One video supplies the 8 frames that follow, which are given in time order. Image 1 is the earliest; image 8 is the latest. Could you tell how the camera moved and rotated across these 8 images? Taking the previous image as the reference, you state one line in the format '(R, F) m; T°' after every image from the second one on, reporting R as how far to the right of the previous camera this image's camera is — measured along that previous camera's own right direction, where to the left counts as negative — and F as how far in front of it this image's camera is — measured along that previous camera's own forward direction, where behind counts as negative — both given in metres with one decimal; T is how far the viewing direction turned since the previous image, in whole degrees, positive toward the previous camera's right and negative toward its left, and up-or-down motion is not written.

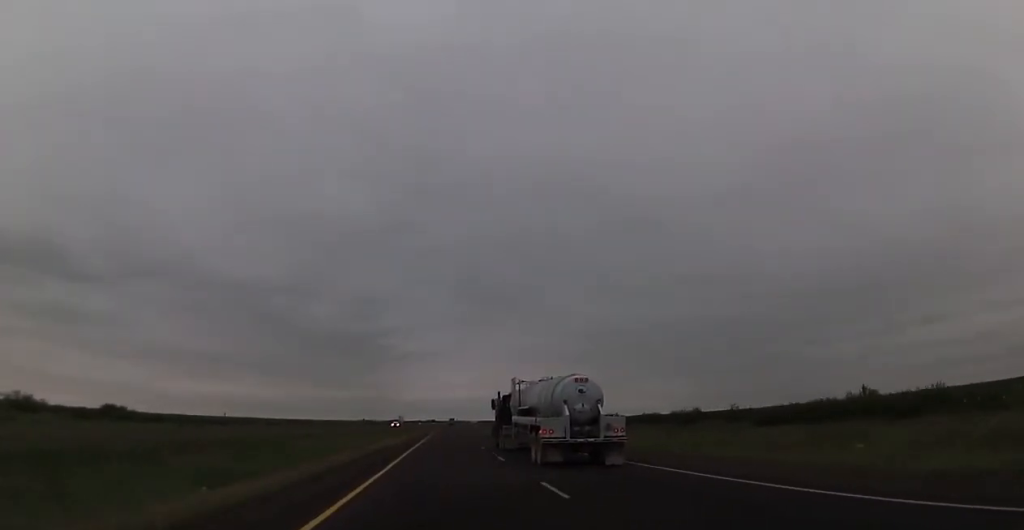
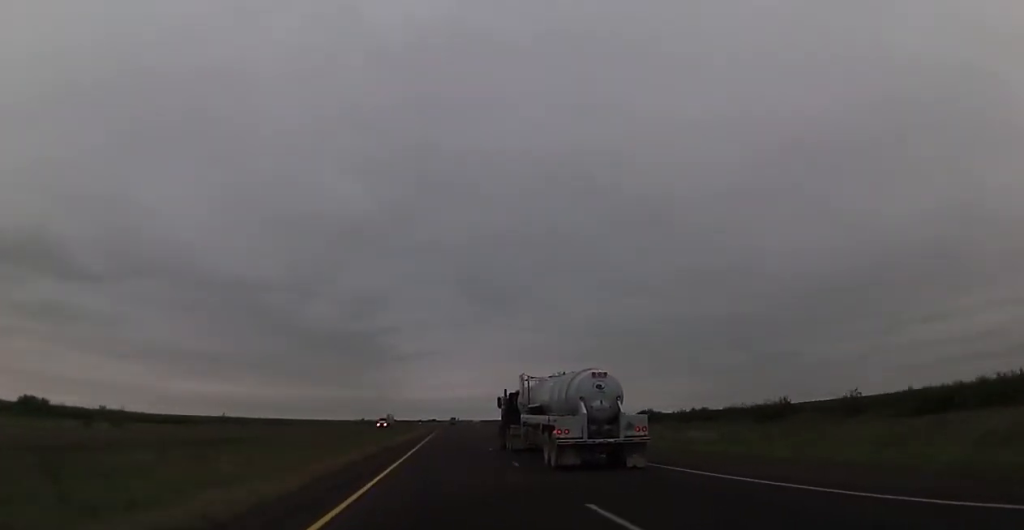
(+0.1, +28.5) m; -1°
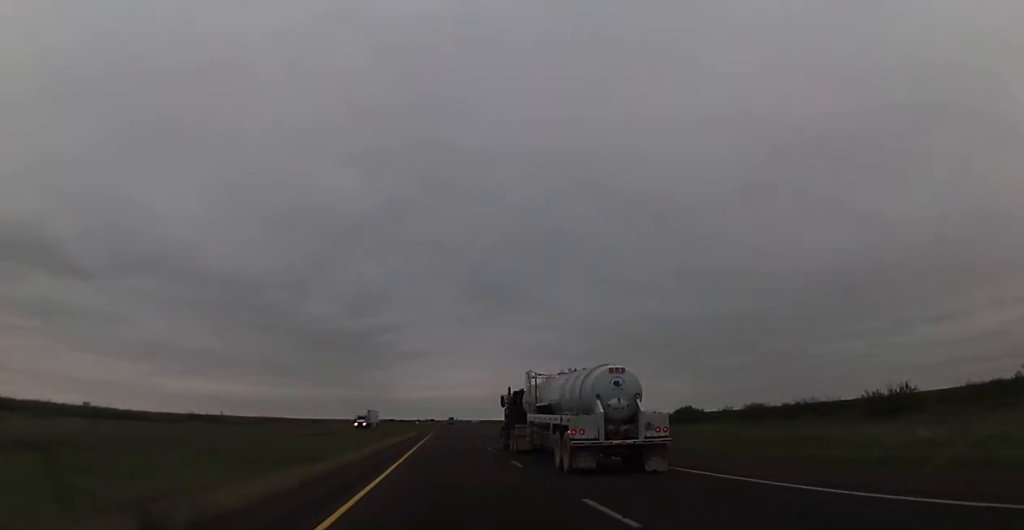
(-0.2, +23.6) m; 0°
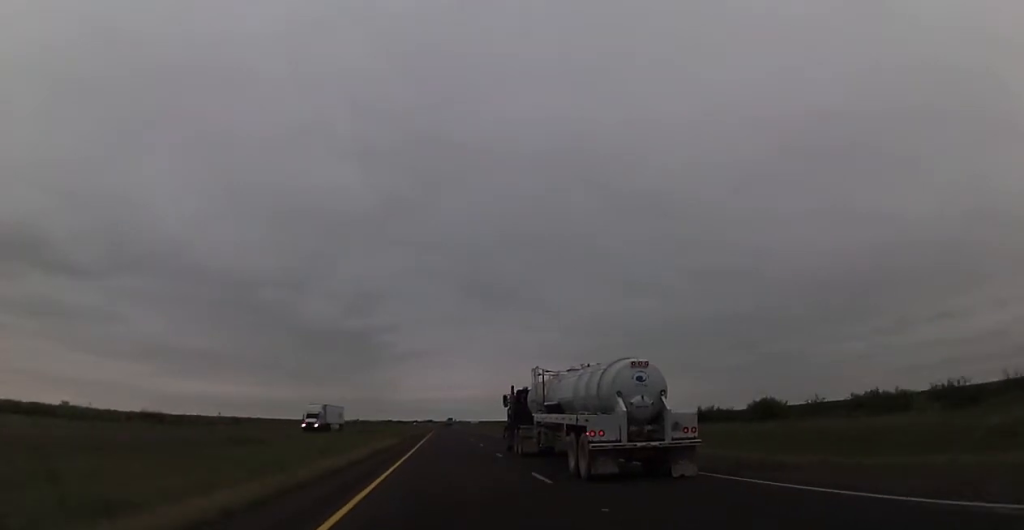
(-0.1, +29.8) m; 0°
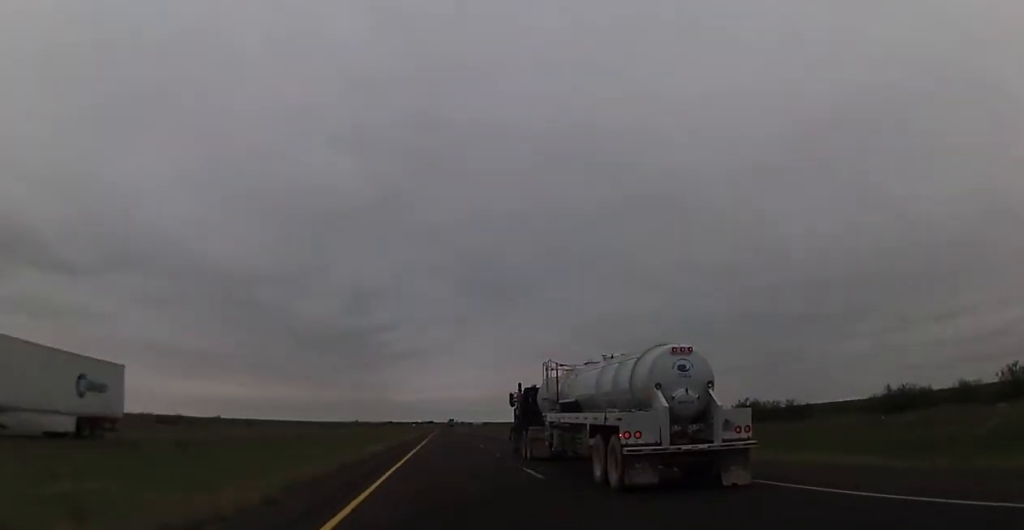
(+0.5, +47.0) m; +1°
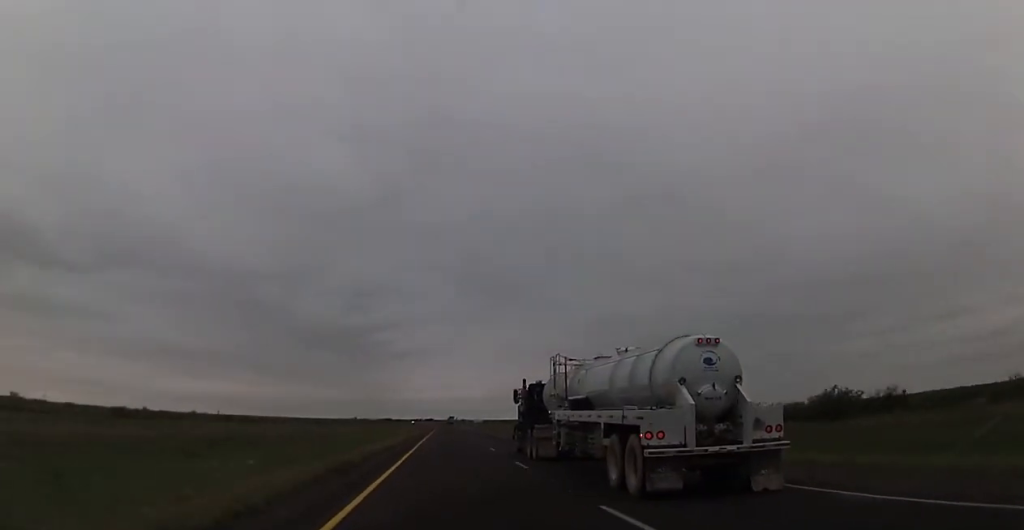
(0.0, +21.0) m; 0°
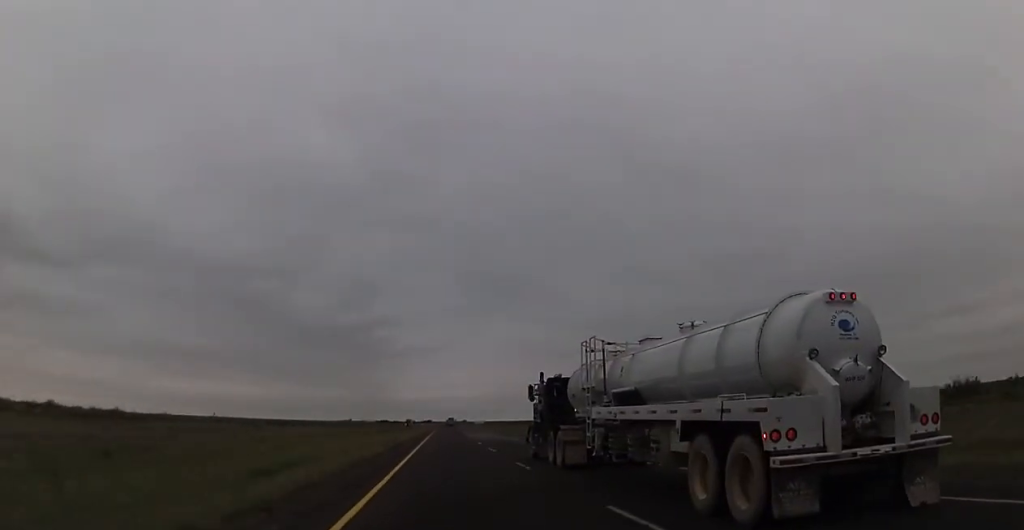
(-0.2, +72.7) m; 0°
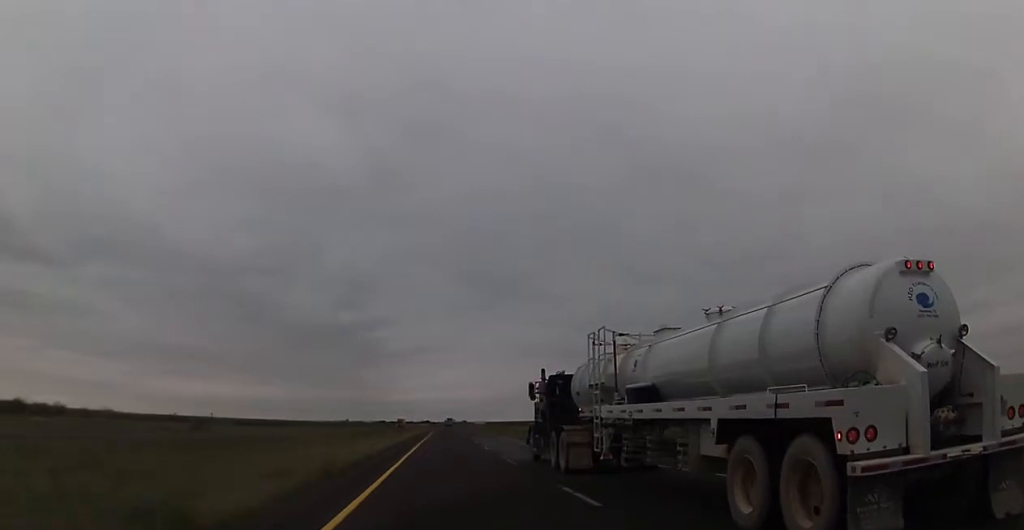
(0.0, +33.1) m; 0°
